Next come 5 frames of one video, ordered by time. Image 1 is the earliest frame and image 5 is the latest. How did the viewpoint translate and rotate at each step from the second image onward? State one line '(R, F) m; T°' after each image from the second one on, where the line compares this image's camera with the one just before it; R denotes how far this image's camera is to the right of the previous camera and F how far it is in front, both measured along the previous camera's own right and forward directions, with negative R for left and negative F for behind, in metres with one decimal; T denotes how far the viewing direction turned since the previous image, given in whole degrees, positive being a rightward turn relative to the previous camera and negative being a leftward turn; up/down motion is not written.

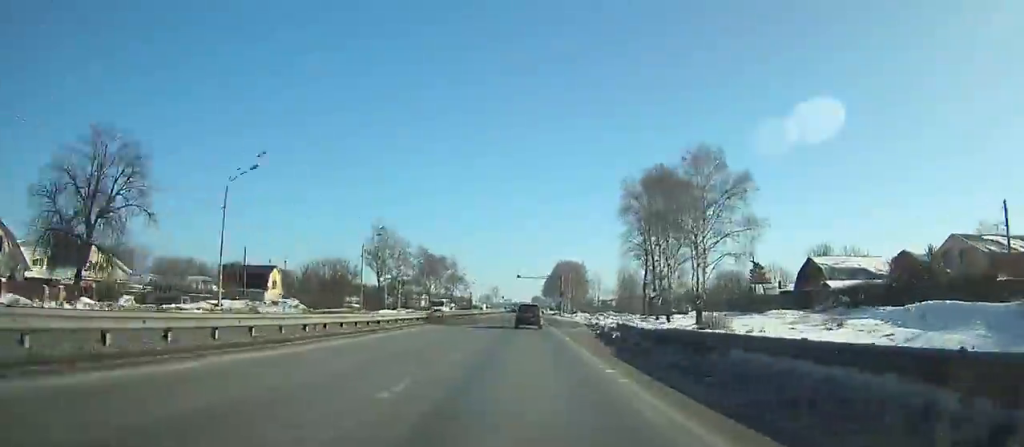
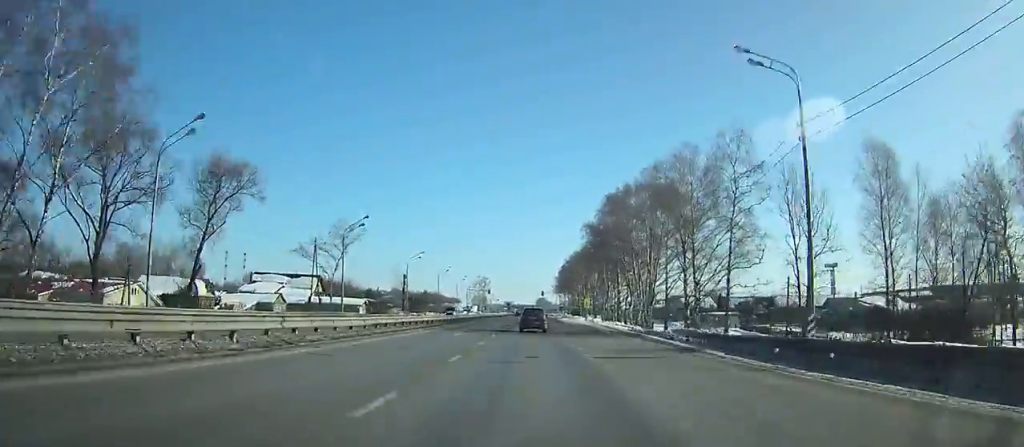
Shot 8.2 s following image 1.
(-0.5, +144.4) m; 0°
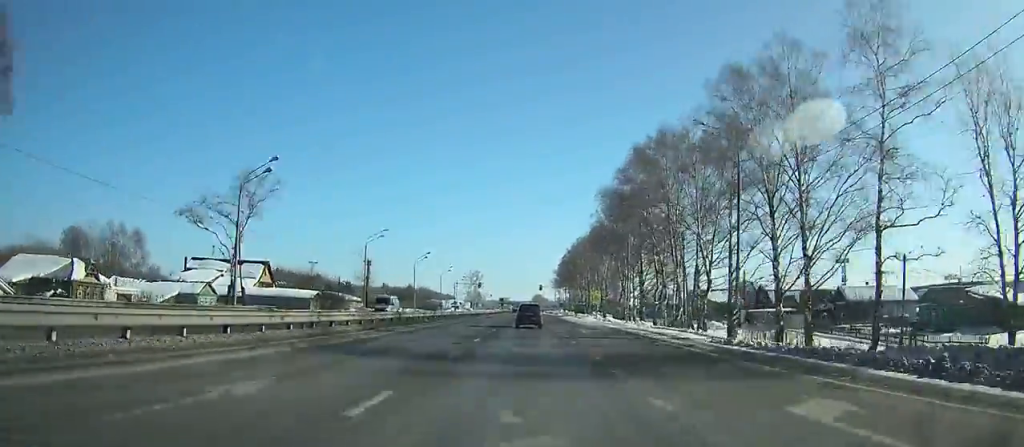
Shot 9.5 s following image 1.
(0.0, +23.1) m; 0°
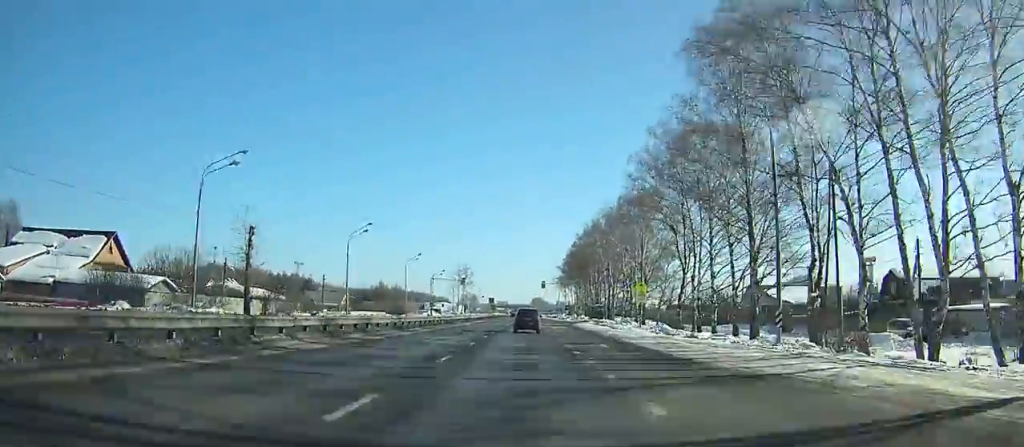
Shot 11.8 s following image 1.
(+0.1, +40.8) m; 0°
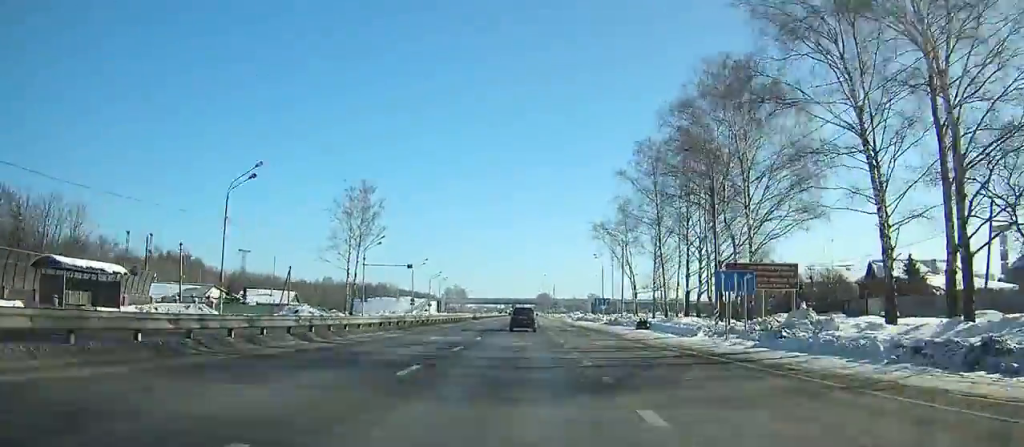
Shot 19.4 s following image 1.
(-0.2, +134.9) m; 0°
